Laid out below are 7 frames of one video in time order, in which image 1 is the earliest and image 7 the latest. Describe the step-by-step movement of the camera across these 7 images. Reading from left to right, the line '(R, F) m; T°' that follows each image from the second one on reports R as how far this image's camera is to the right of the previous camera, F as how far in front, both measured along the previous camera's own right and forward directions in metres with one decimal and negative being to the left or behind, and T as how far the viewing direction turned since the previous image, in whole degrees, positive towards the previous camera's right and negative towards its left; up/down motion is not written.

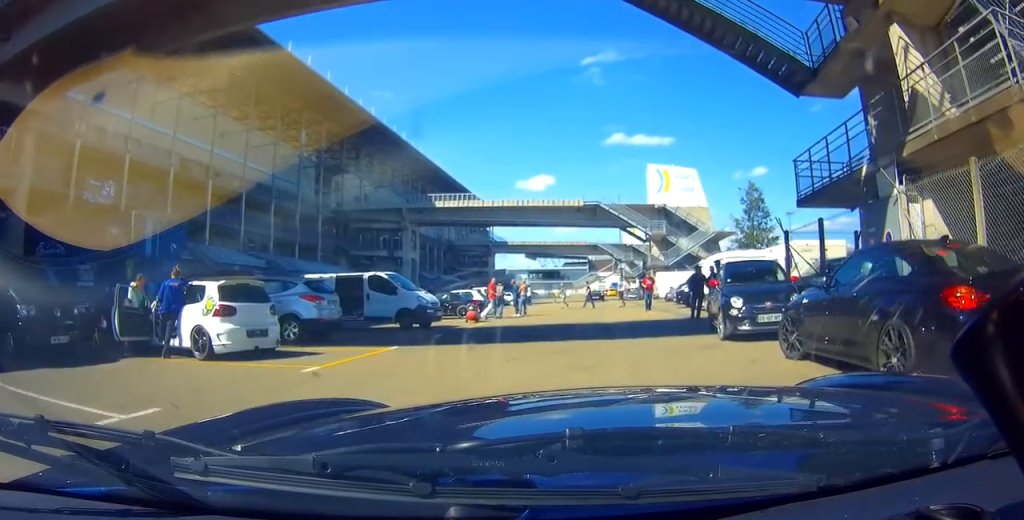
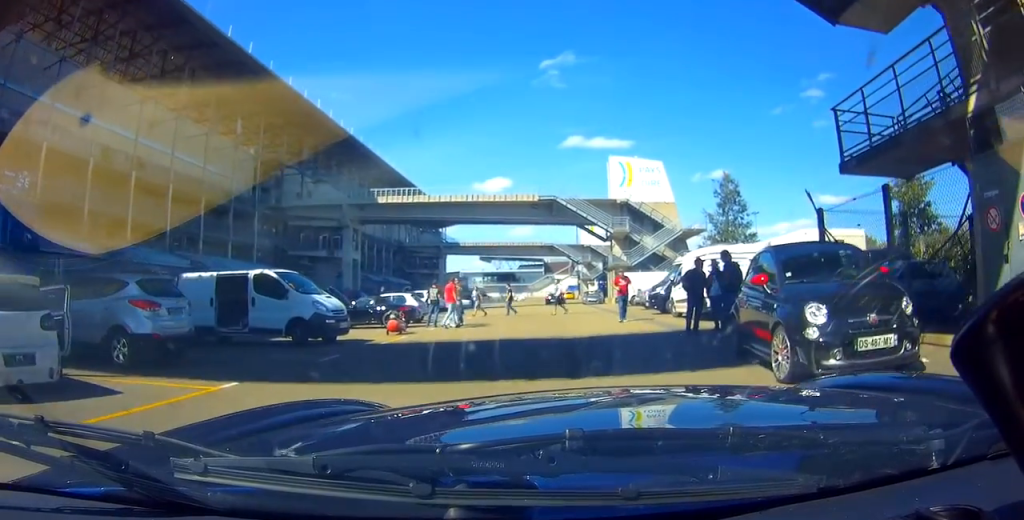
(-0.1, +4.0) m; +2°
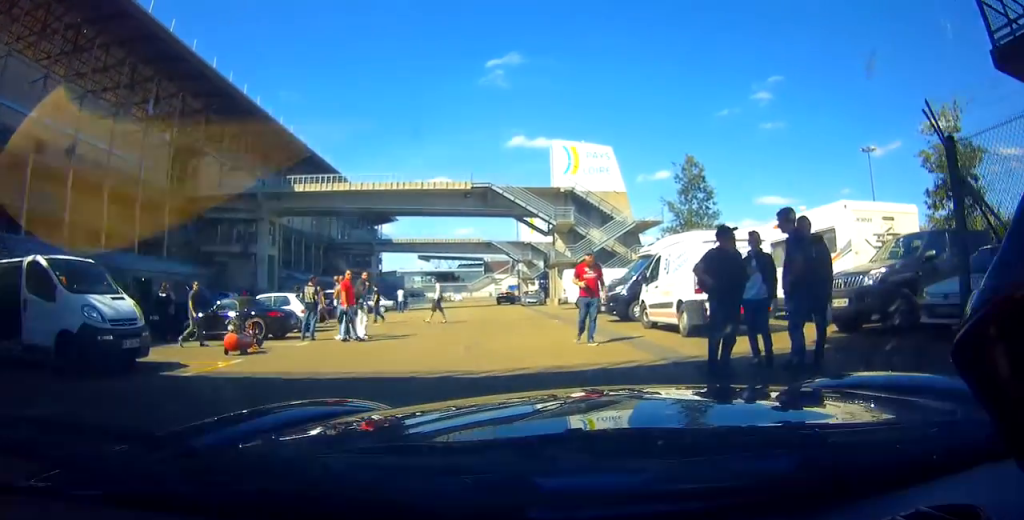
(+0.8, +4.5) m; +15°
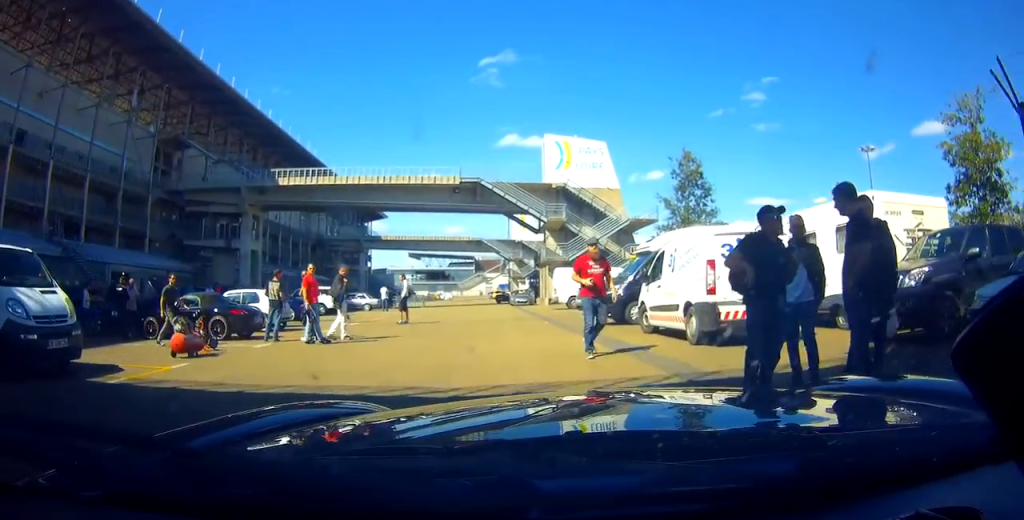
(+0.1, +1.1) m; +1°
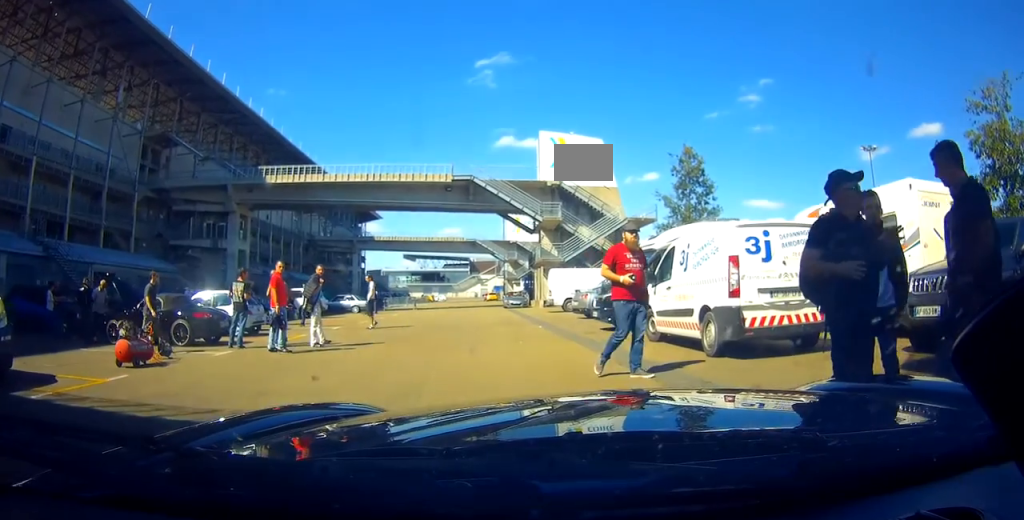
(0.0, +0.9) m; 0°
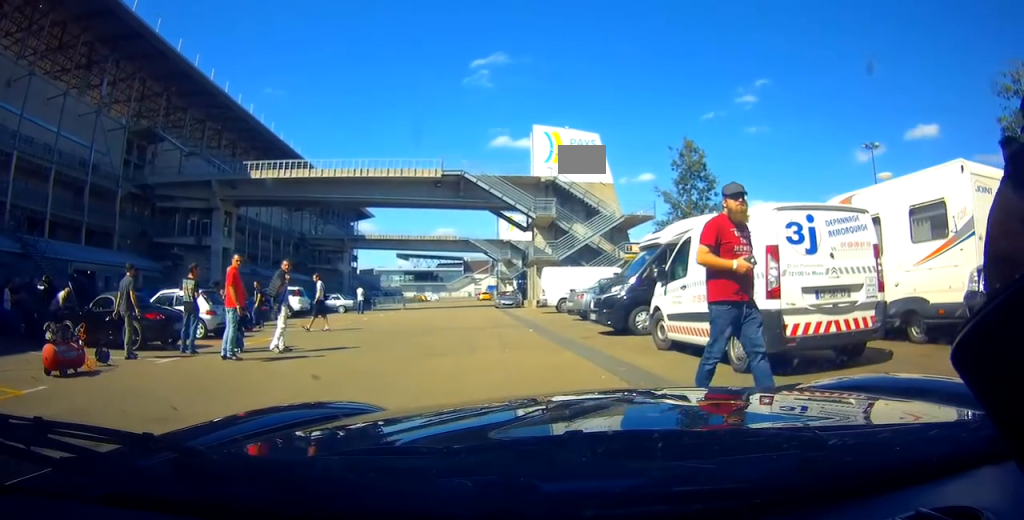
(0.0, +1.1) m; 0°
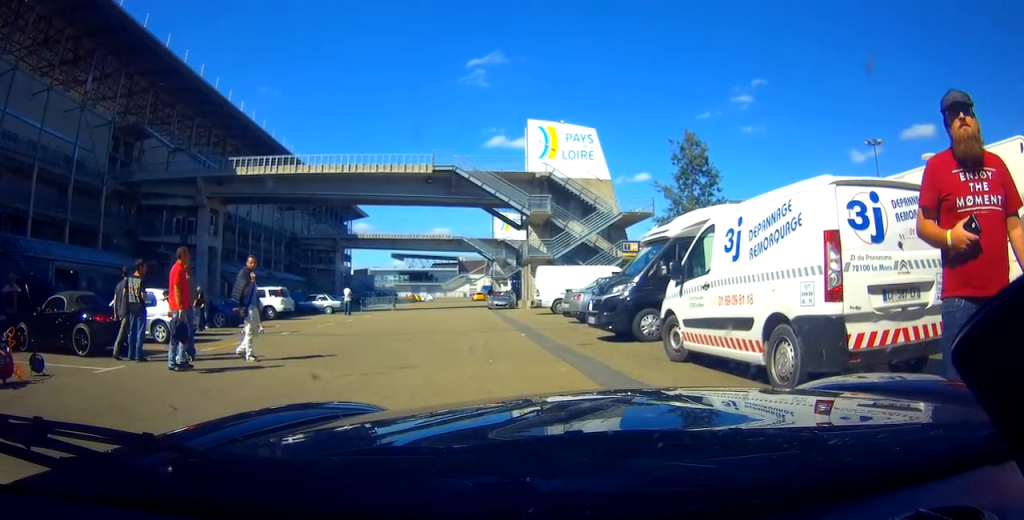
(+0.3, +0.3) m; 0°
